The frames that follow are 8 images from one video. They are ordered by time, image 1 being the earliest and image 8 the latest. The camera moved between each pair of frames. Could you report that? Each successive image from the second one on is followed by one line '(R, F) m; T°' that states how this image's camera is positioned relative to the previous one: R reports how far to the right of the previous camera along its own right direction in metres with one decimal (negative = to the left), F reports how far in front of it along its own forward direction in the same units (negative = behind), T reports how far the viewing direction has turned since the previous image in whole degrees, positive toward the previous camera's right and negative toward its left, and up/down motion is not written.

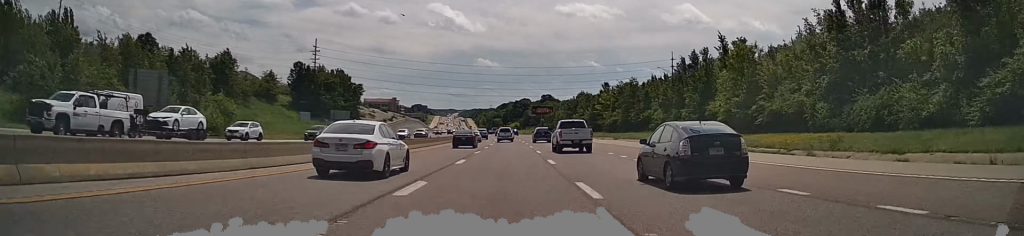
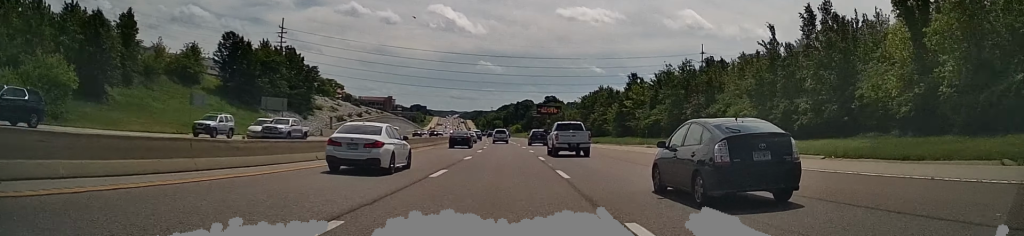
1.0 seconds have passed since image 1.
(-0.2, +31.0) m; -1°
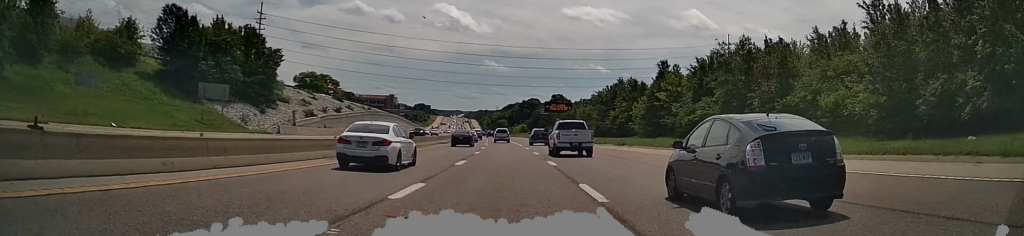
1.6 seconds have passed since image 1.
(0.0, +18.0) m; 0°
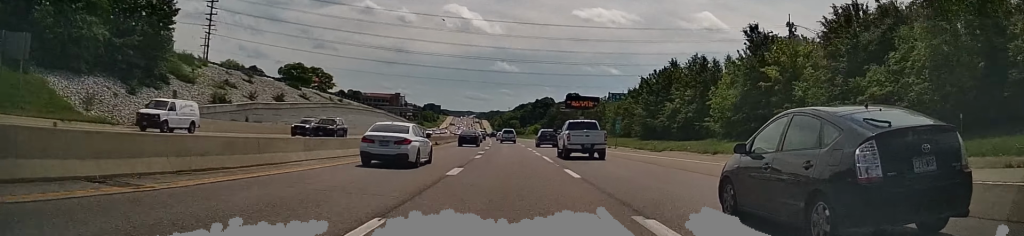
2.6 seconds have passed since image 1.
(-0.2, +30.1) m; 0°
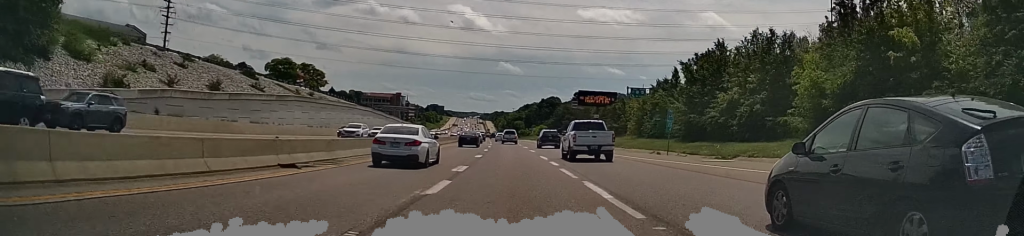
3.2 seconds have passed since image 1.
(+0.1, +17.1) m; +1°
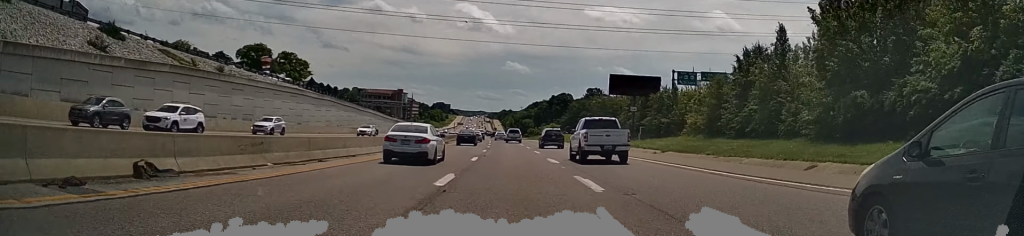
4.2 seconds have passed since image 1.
(+0.3, +29.4) m; 0°
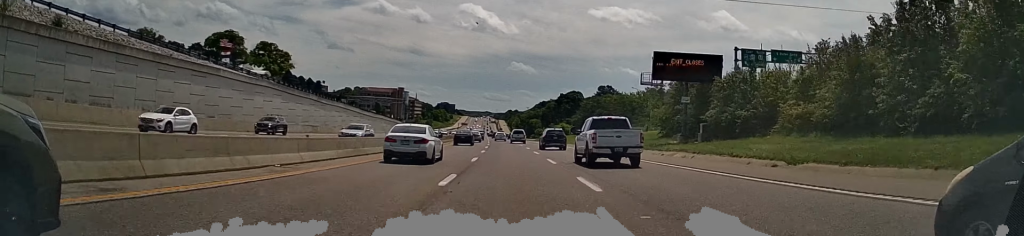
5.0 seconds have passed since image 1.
(-0.3, +24.5) m; -1°
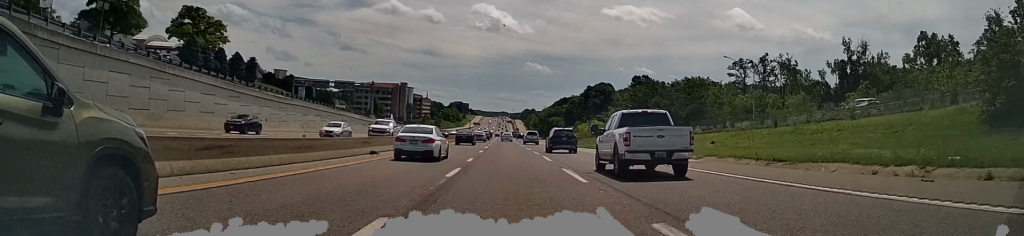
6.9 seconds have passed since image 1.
(-1.2, +58.7) m; -2°
